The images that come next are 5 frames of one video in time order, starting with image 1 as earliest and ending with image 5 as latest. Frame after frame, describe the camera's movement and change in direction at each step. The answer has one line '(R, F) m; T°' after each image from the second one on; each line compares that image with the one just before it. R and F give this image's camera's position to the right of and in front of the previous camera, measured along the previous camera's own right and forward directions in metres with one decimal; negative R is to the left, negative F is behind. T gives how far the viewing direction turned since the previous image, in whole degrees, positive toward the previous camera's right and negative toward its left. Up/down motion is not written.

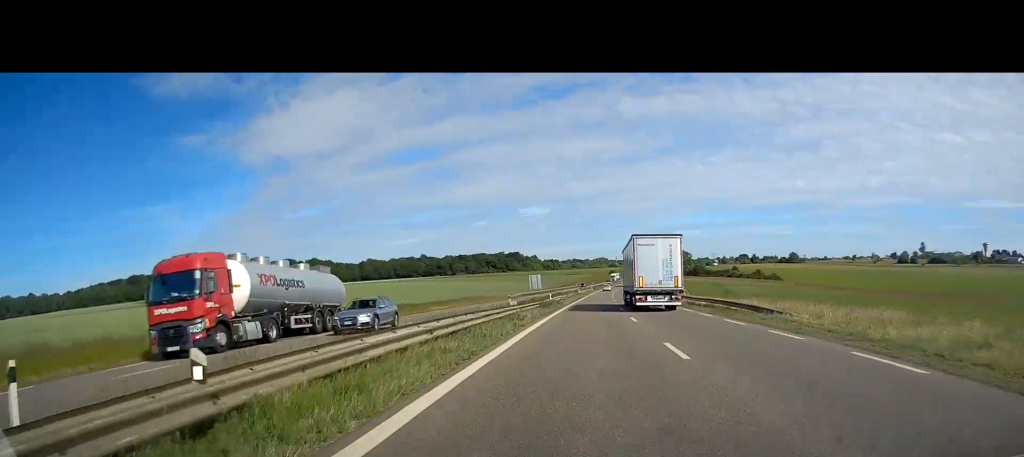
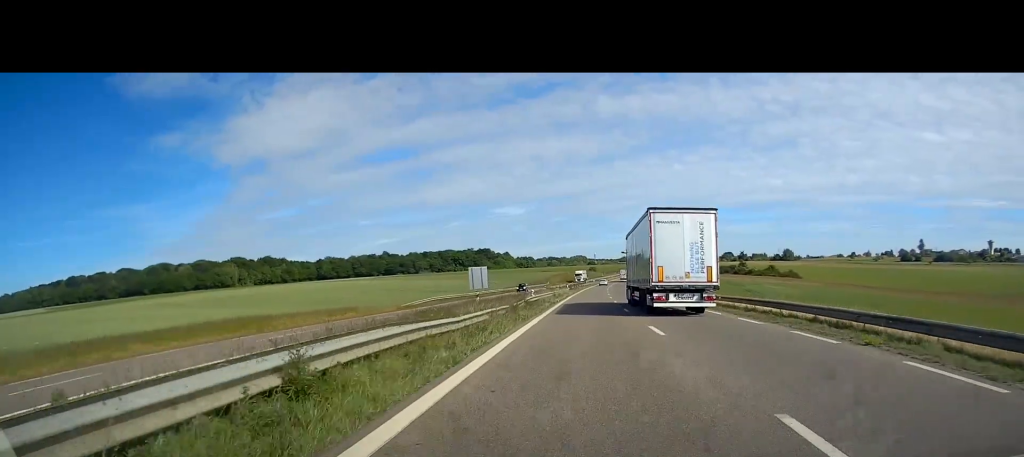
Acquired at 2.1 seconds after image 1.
(+0.9, +60.2) m; +1°
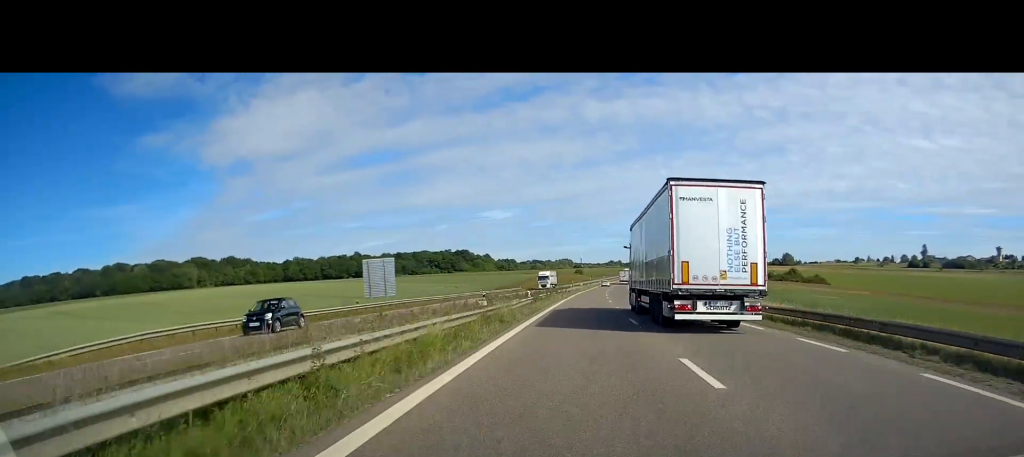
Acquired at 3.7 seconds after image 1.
(+0.7, +46.1) m; +1°
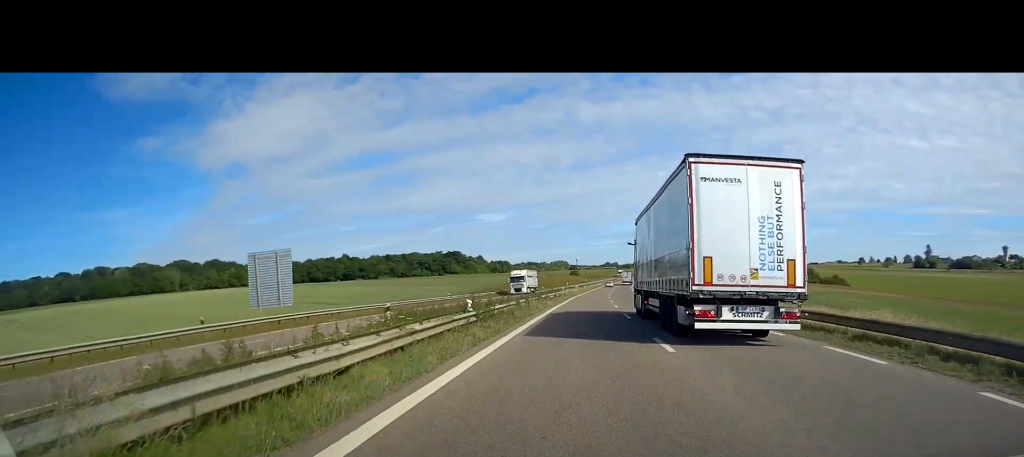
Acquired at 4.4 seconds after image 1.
(0.0, +21.3) m; 0°
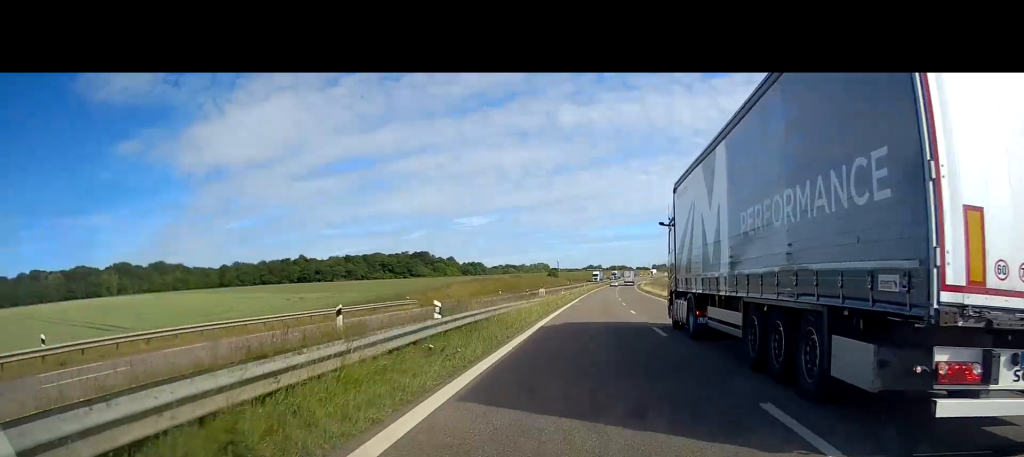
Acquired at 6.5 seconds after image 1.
(+1.4, +60.0) m; +3°
